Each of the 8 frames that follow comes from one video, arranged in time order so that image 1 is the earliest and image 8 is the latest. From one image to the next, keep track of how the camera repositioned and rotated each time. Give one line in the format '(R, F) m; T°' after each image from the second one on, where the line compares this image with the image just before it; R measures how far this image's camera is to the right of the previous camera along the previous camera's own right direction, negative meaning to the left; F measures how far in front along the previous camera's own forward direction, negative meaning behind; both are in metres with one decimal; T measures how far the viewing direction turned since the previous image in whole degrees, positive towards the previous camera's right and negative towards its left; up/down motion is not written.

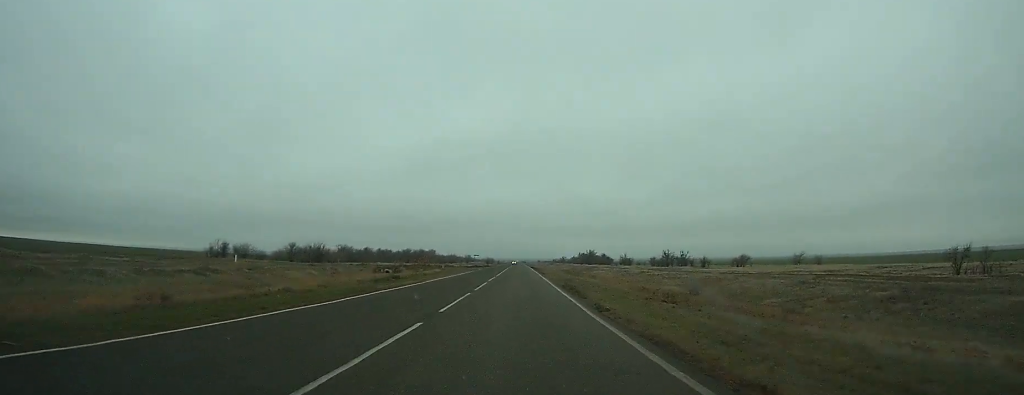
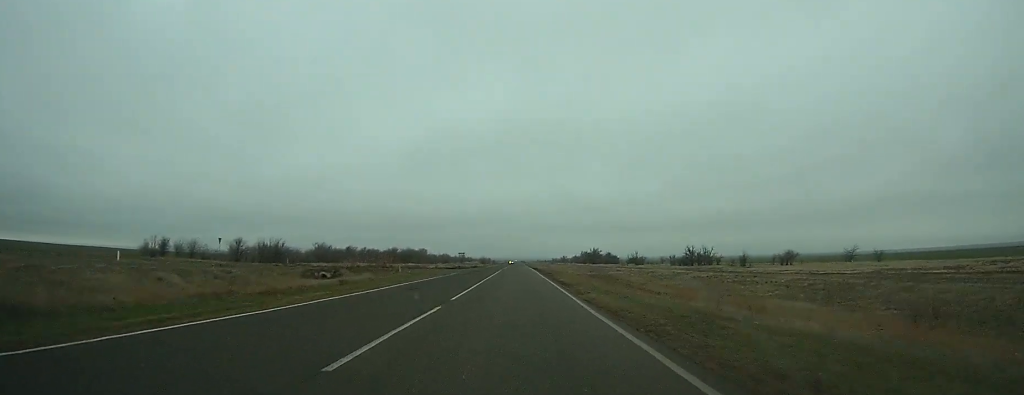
(-0.1, +31.2) m; 0°
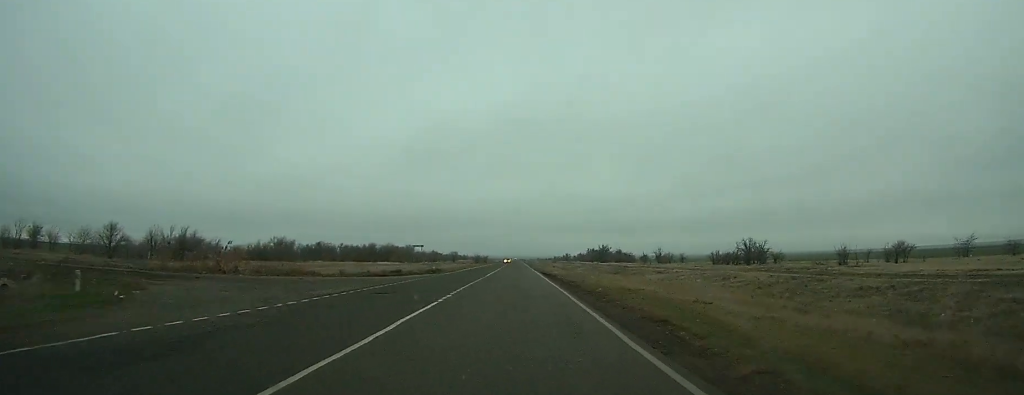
(0.0, +43.6) m; 0°
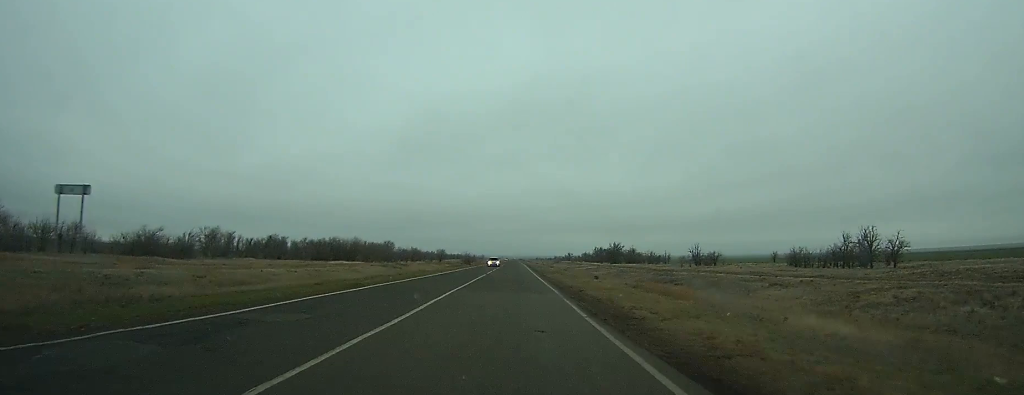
(0.0, +49.5) m; 0°
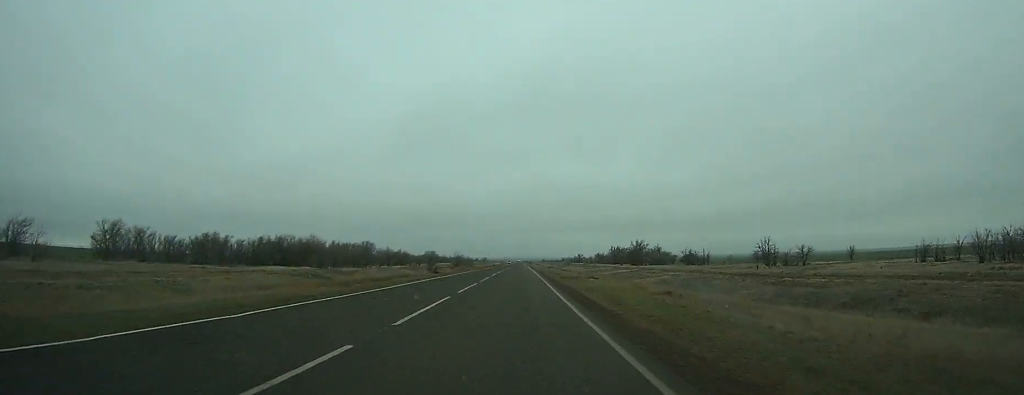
(0.0, +51.2) m; 0°
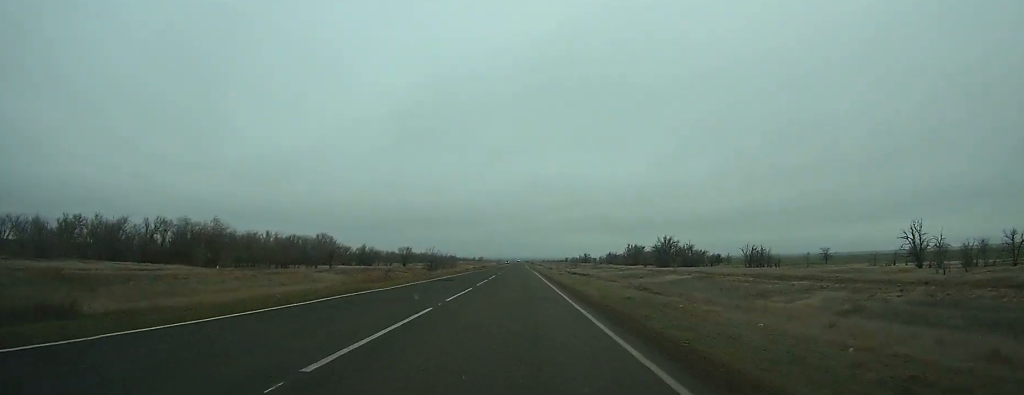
(0.0, +54.5) m; 0°
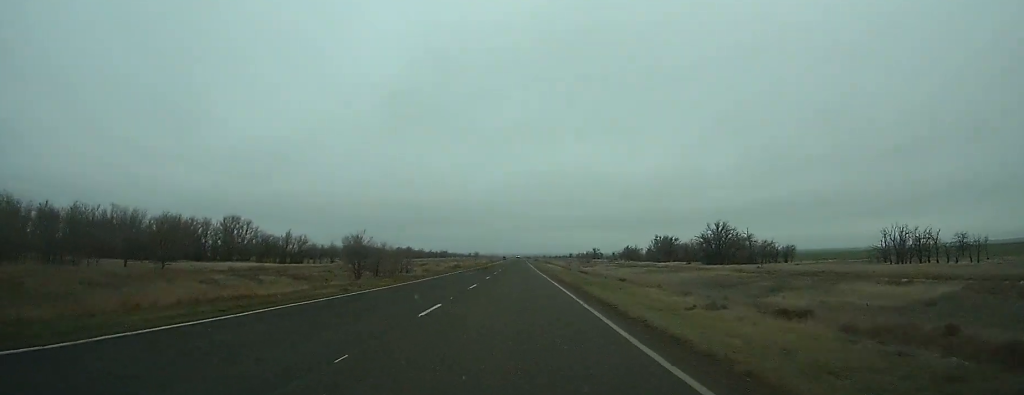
(-0.2, +57.9) m; 0°
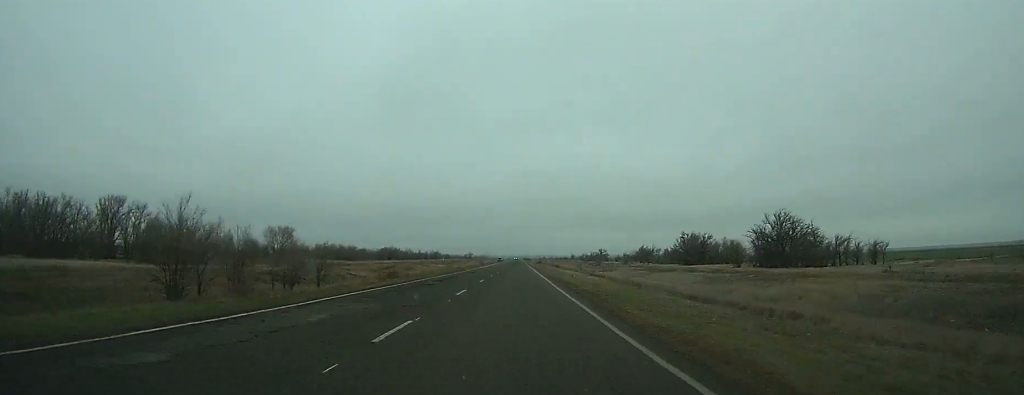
(0.0, +38.1) m; 0°
